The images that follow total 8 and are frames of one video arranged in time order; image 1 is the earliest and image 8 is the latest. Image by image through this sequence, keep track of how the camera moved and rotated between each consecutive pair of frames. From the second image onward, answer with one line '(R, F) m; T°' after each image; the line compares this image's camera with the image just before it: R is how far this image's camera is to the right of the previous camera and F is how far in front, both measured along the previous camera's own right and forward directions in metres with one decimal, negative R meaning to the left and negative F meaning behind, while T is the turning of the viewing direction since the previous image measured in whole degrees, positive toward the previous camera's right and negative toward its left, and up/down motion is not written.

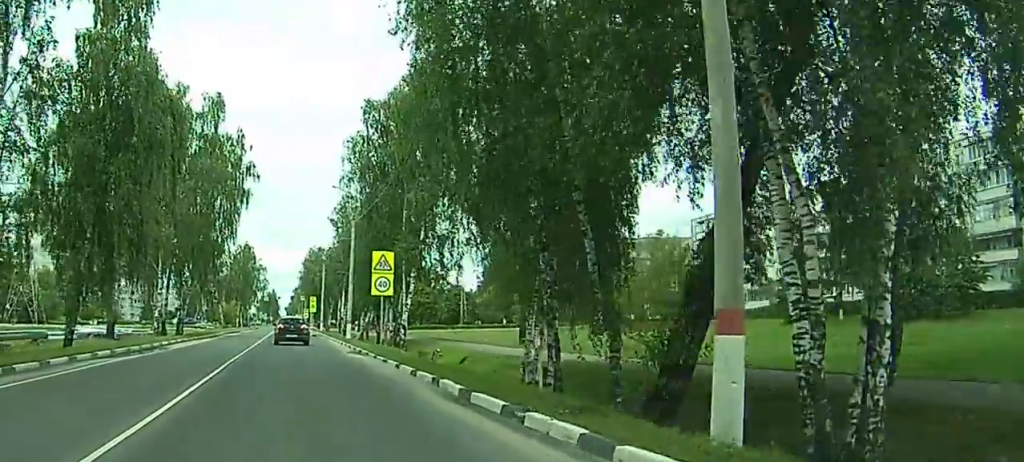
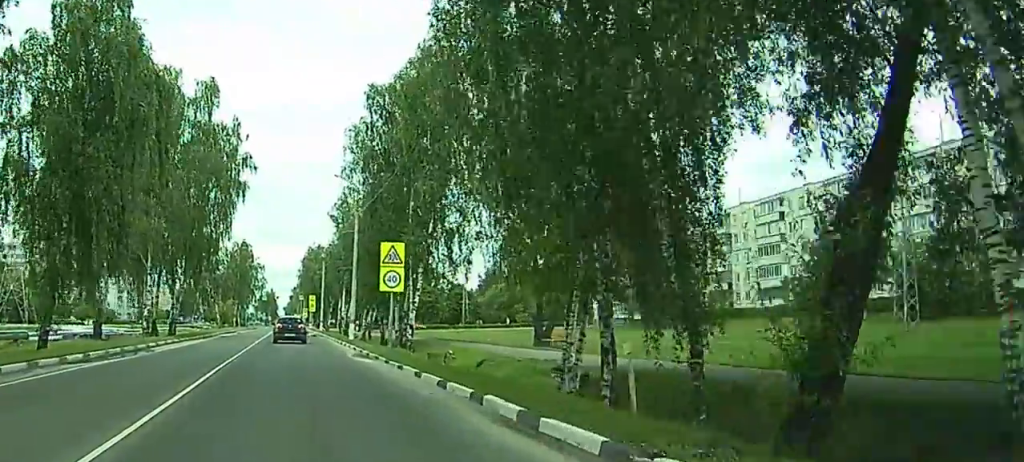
(0.0, +3.6) m; 0°
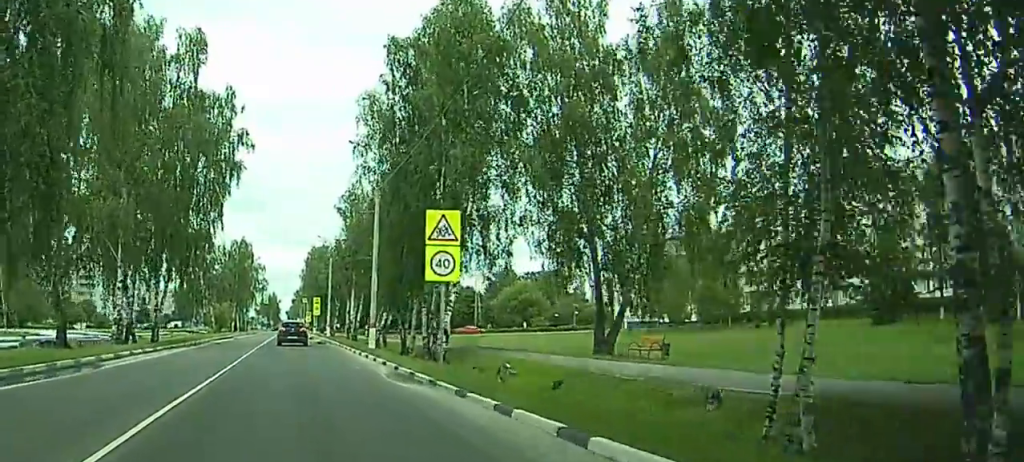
(0.0, +9.4) m; 0°
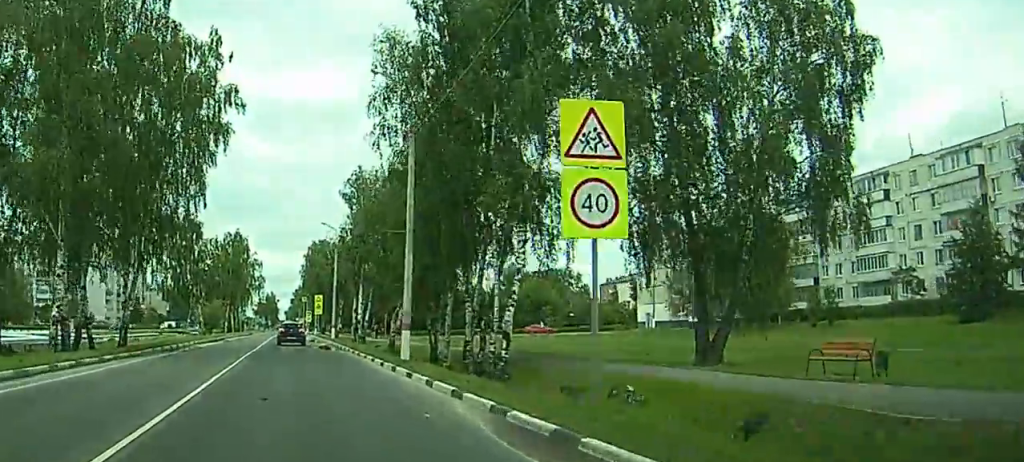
(0.0, +10.4) m; 0°
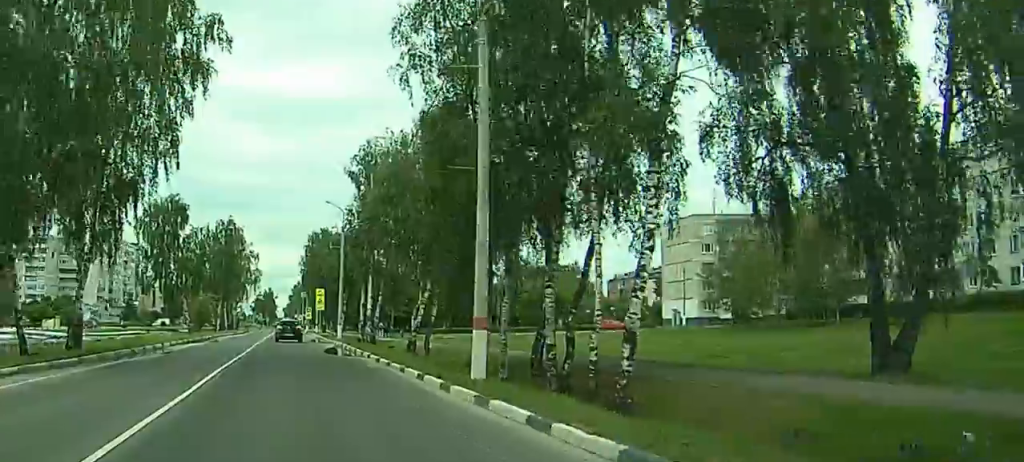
(0.0, +10.0) m; 0°
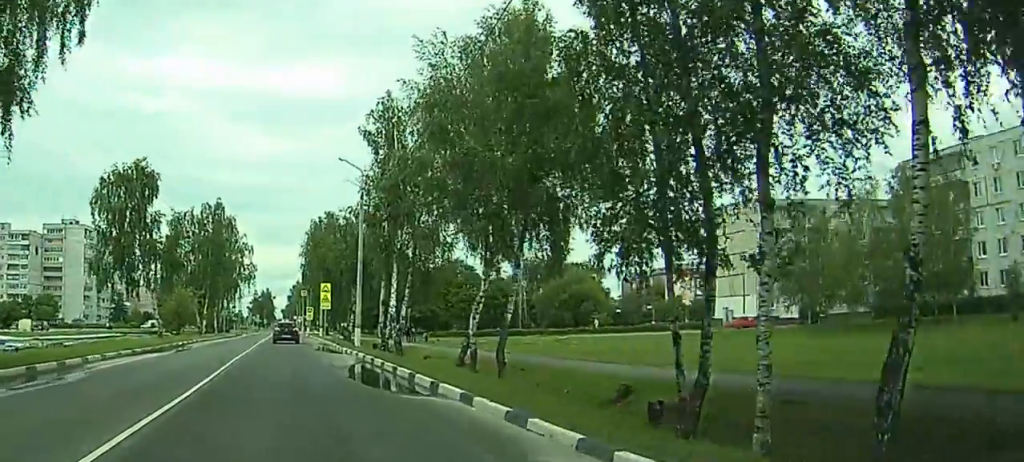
(0.0, +15.6) m; 0°
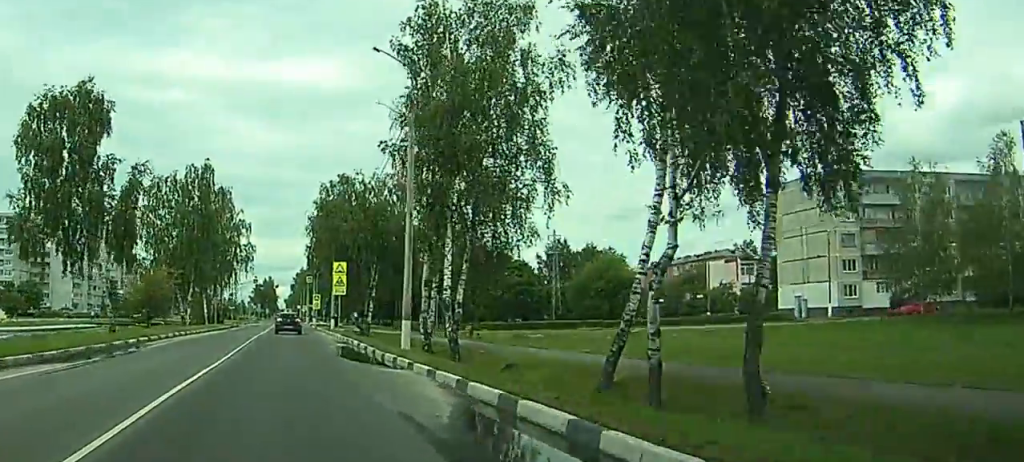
(+0.1, +16.5) m; +1°
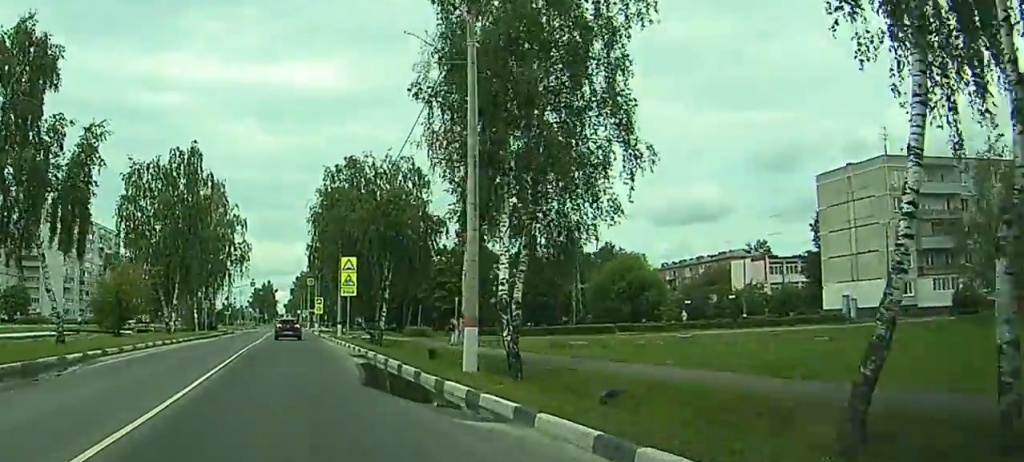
(+0.1, +9.5) m; 0°
